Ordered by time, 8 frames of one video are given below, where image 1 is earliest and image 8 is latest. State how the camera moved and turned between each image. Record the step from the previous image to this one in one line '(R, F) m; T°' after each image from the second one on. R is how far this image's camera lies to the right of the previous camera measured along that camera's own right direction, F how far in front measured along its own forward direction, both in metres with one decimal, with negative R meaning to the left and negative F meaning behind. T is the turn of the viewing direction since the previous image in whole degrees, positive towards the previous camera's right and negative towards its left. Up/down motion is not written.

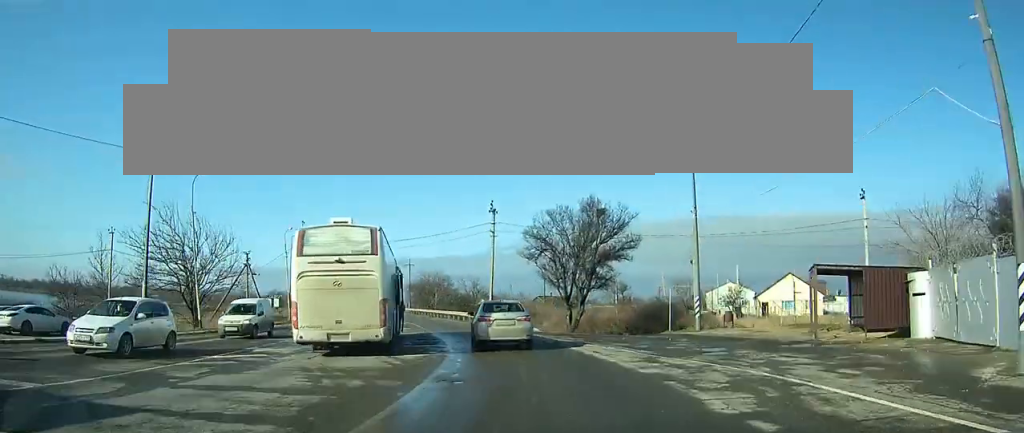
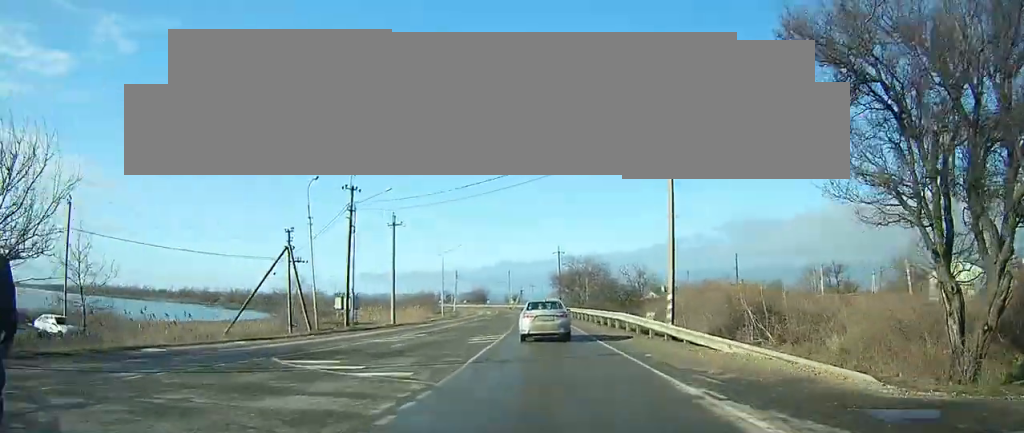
(-1.4, +27.4) m; -8°
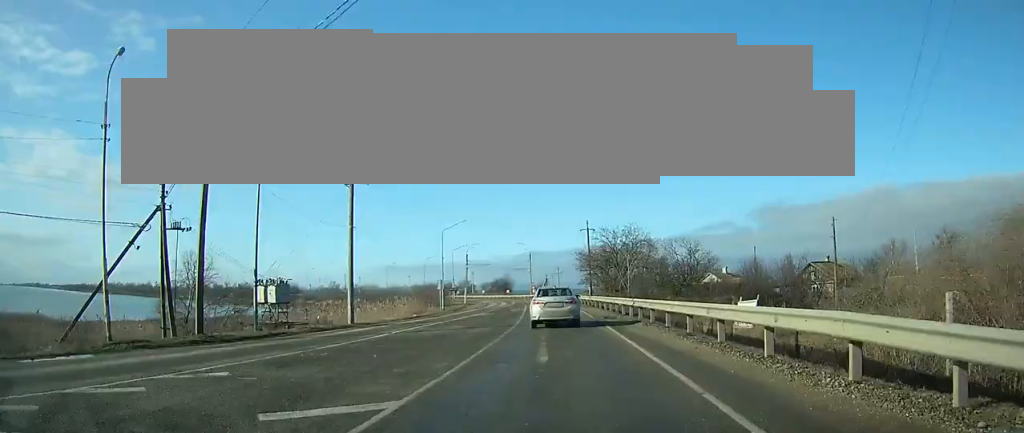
(-1.1, +19.2) m; -4°
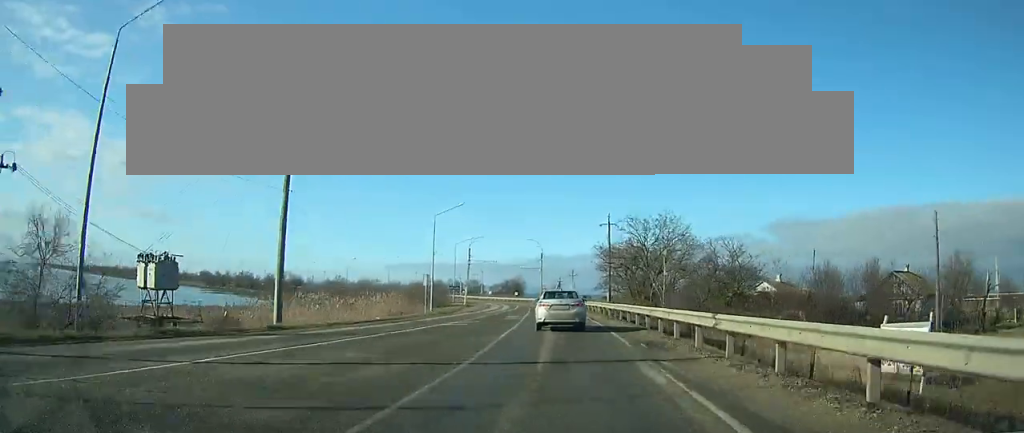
(-0.2, +12.4) m; -1°
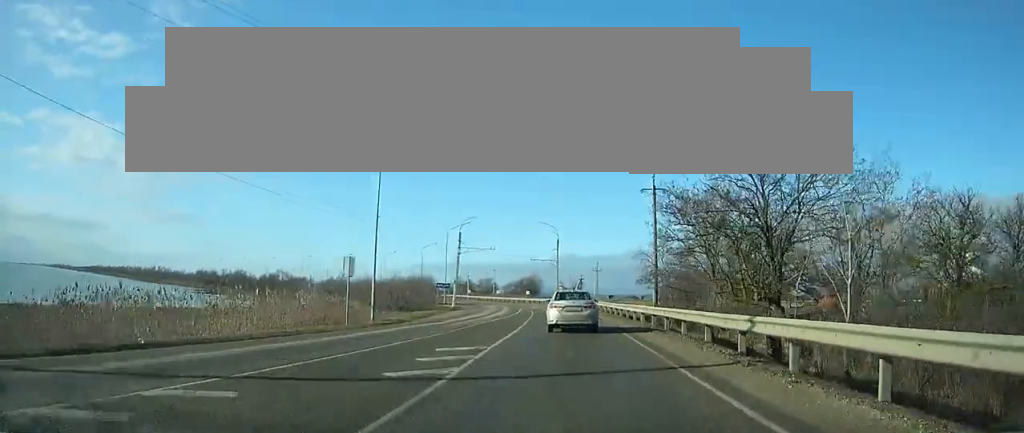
(-0.3, +22.8) m; -4°
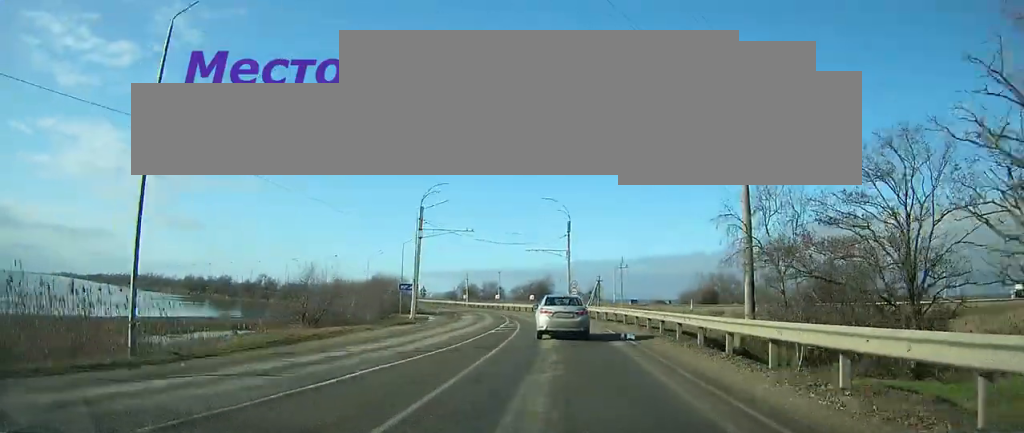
(-1.0, +21.4) m; -2°
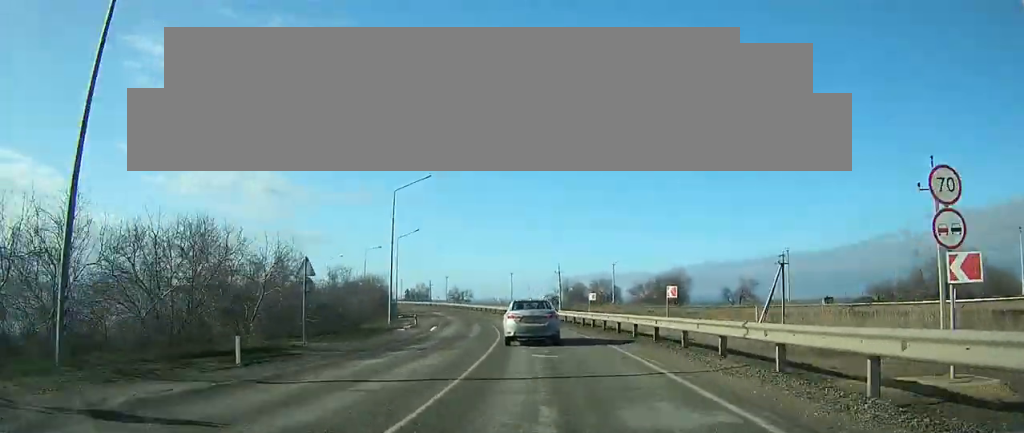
(-1.8, +53.5) m; -9°
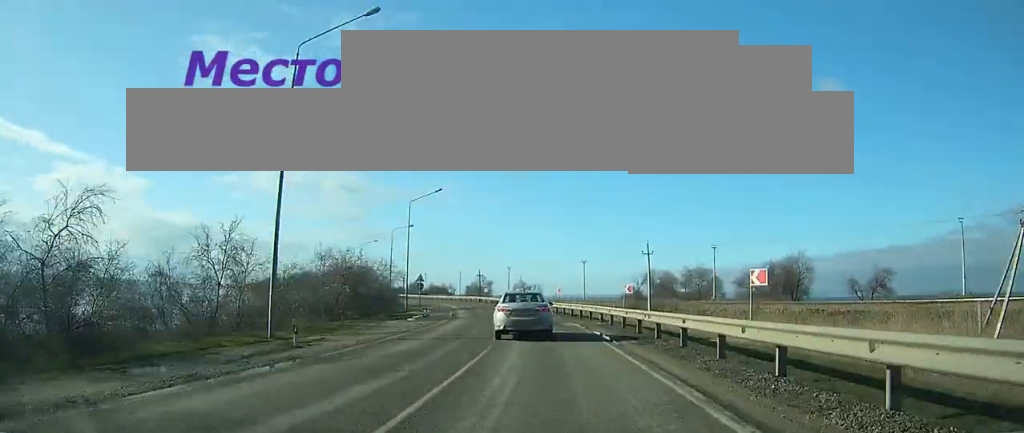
(-3.0, +29.6) m; -10°
